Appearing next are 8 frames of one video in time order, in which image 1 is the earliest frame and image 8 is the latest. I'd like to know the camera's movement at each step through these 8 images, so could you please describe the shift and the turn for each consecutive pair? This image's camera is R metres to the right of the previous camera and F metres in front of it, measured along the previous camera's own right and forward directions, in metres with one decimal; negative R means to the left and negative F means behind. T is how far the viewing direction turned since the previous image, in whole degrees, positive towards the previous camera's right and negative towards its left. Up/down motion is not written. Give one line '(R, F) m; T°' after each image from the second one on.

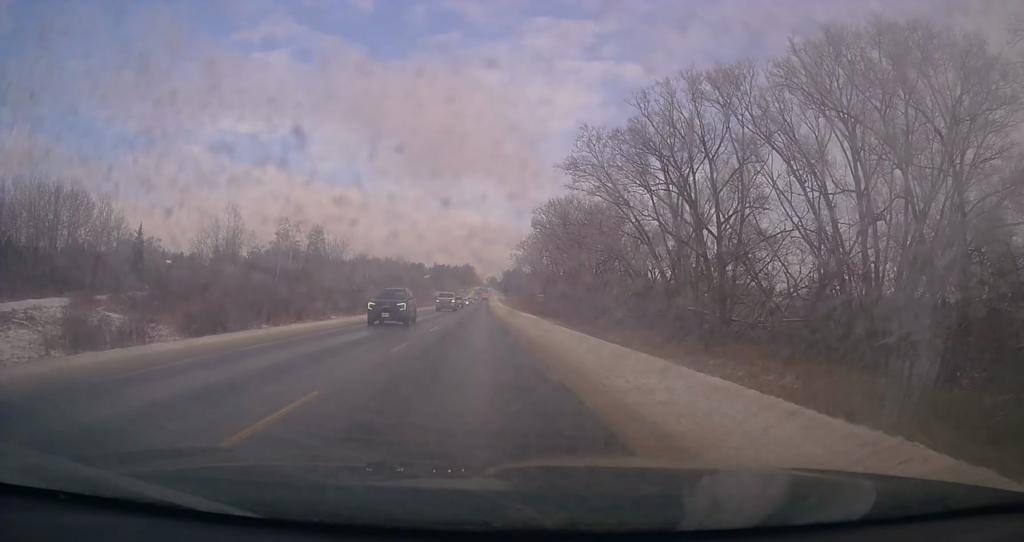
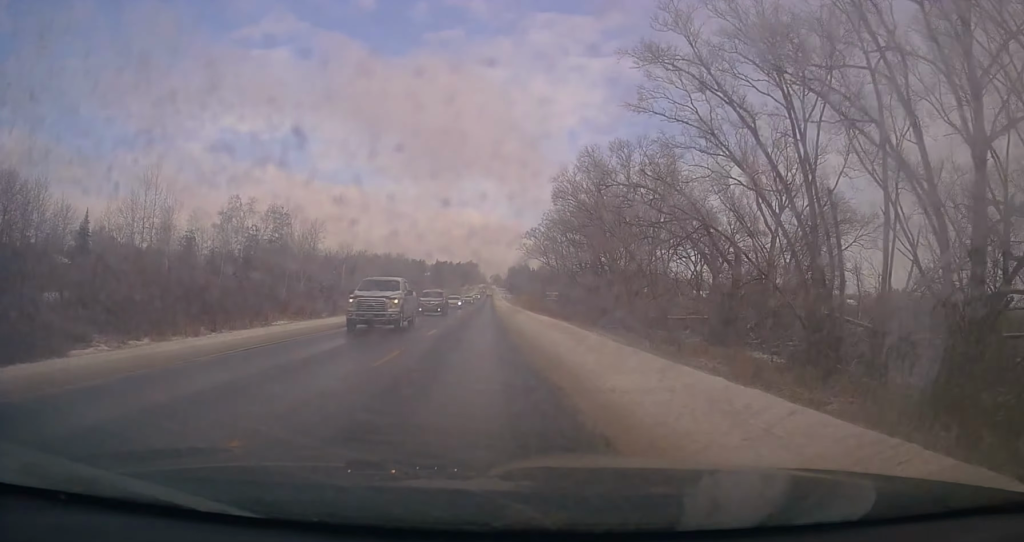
(-0.1, +20.1) m; 0°
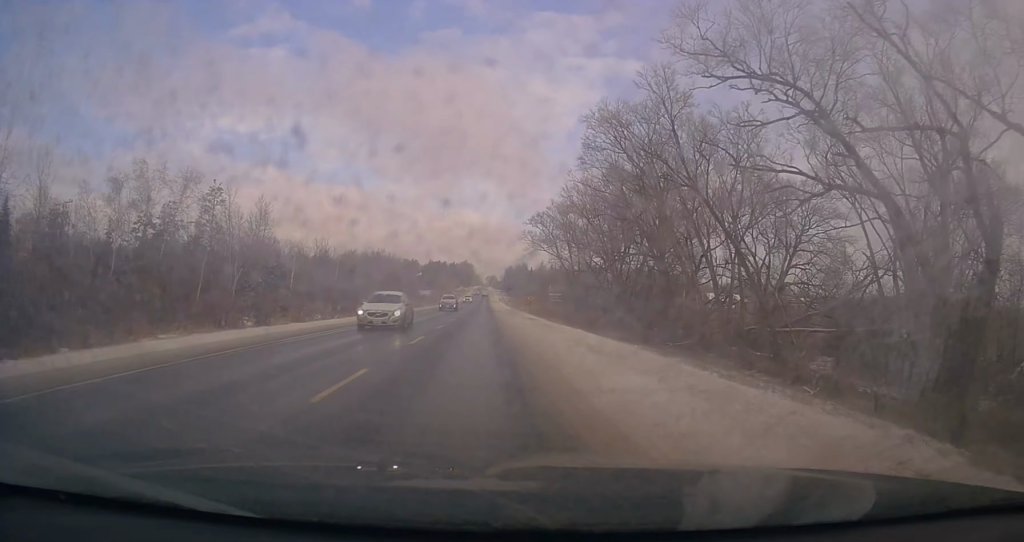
(+0.2, +21.5) m; 0°
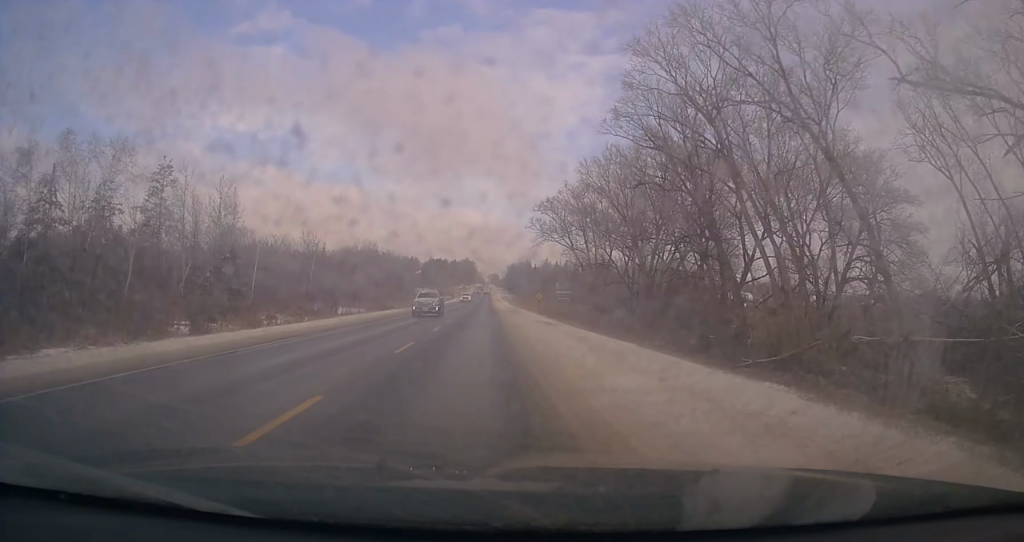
(+0.1, +12.0) m; -1°
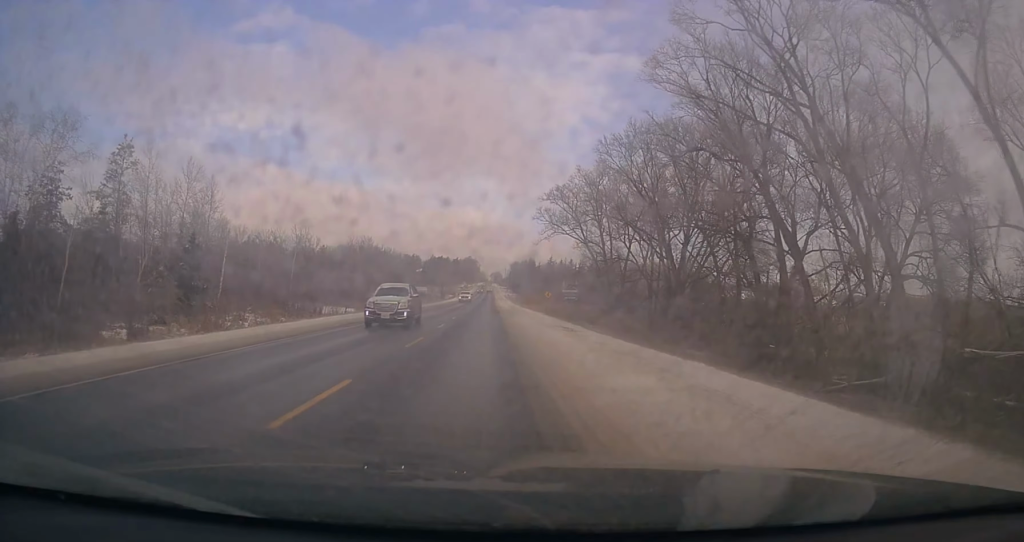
(-0.3, +7.5) m; -1°
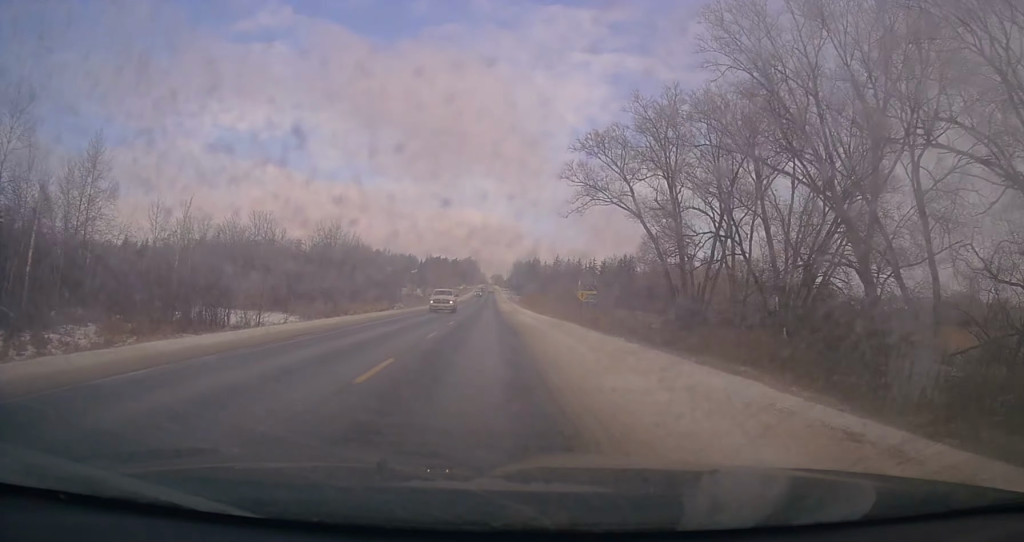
(-0.1, +24.0) m; +1°
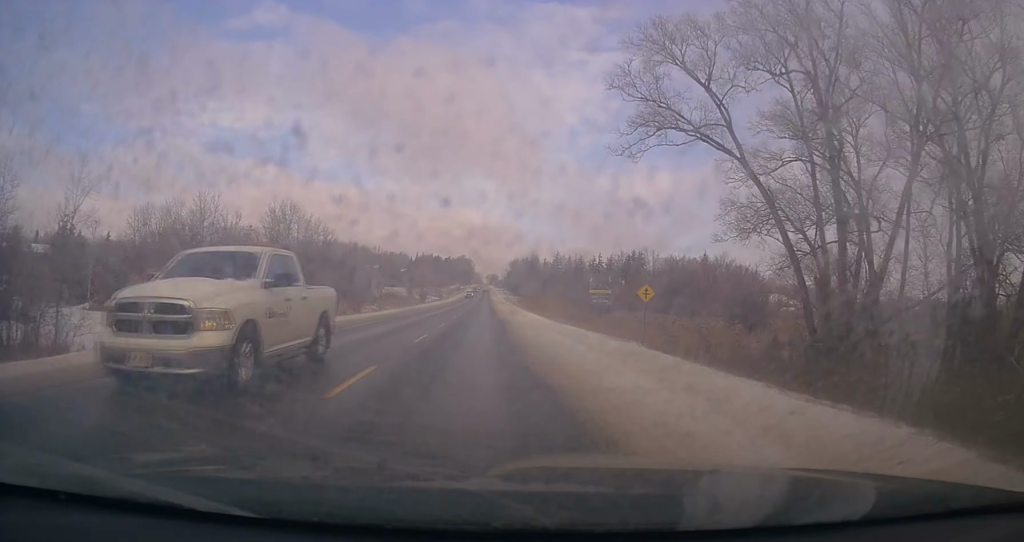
(+0.2, +19.3) m; +1°
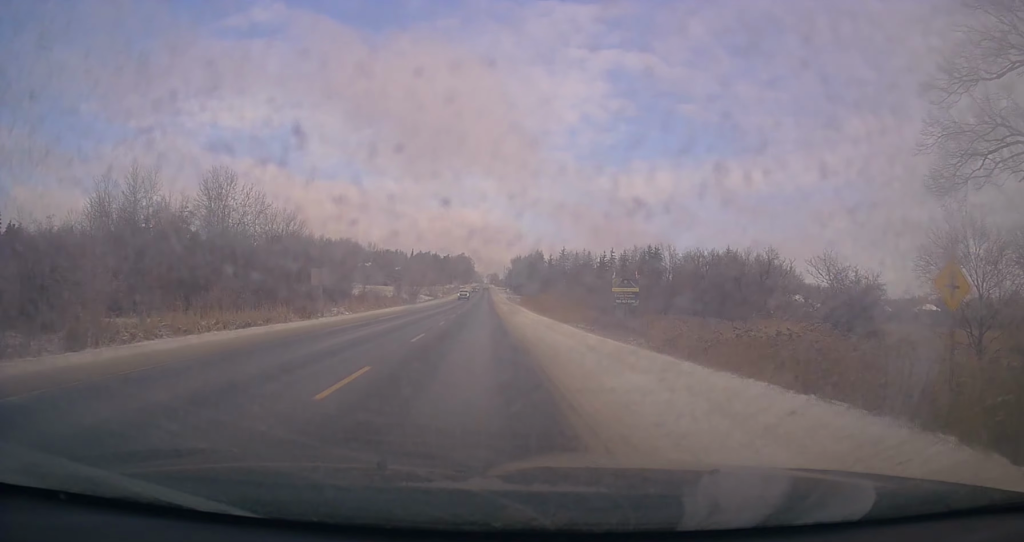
(+0.2, +18.2) m; 0°
